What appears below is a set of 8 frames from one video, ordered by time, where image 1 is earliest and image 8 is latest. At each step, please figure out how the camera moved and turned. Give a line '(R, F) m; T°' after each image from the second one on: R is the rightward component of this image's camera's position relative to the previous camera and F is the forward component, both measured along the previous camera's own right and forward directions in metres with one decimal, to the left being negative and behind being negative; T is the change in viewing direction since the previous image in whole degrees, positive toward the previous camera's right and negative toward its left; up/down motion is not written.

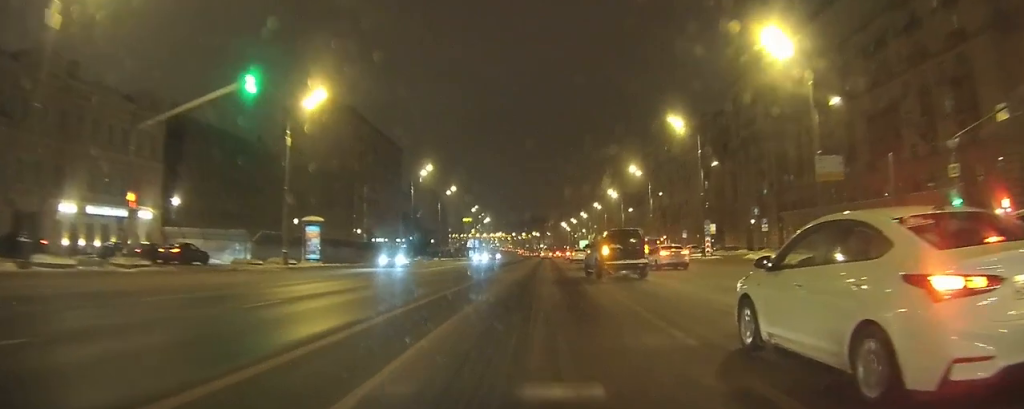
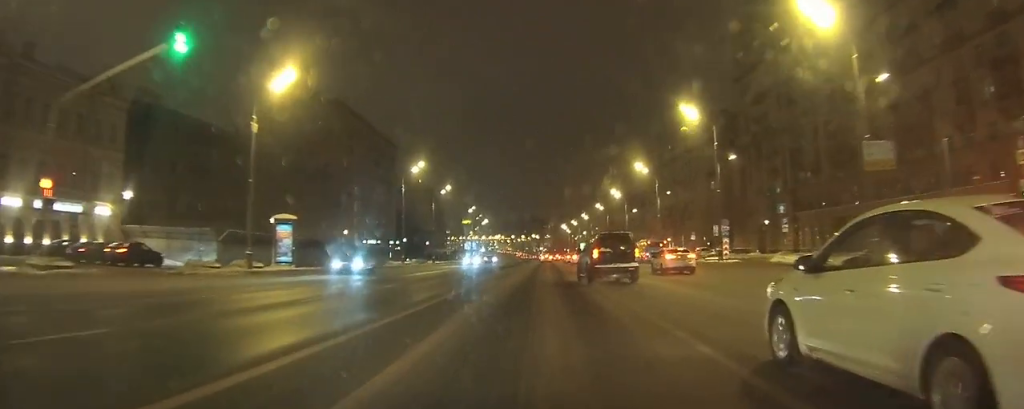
(0.0, +6.0) m; 0°
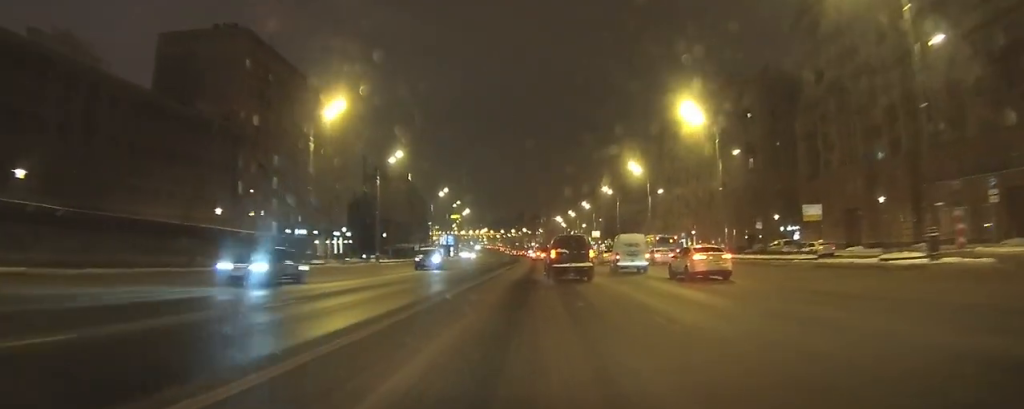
(+0.6, +35.8) m; +2°
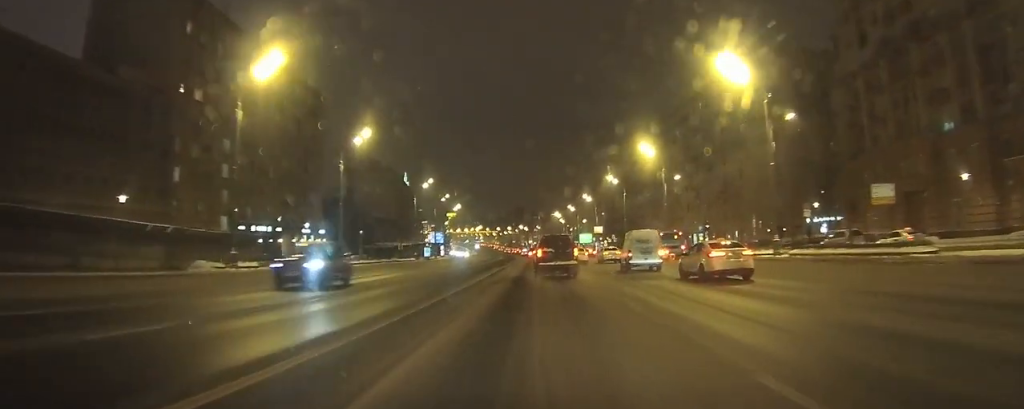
(+0.1, +16.4) m; -1°
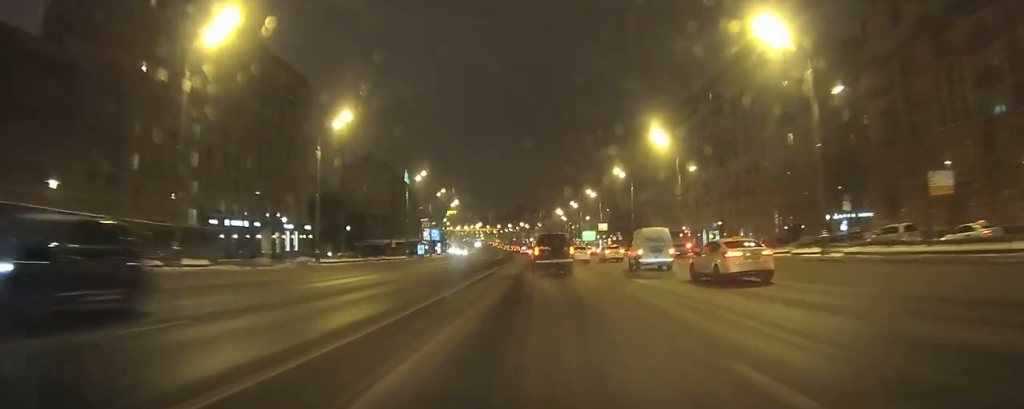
(-0.1, +9.4) m; 0°
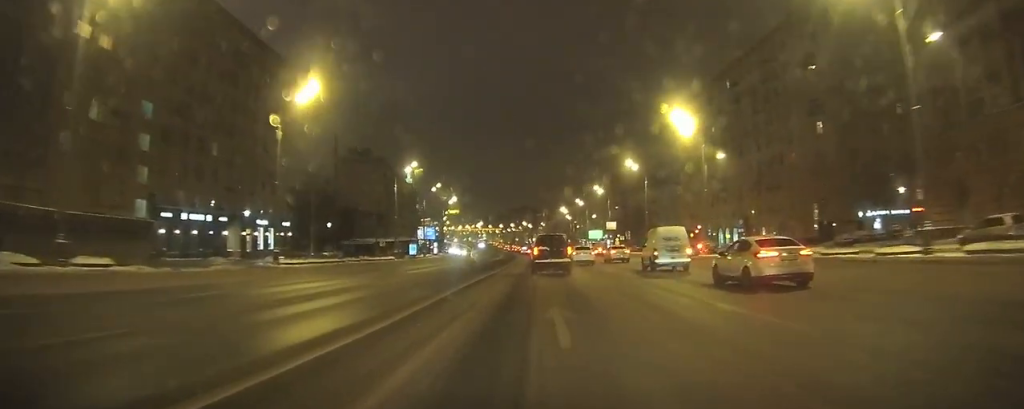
(-0.1, +13.0) m; -1°
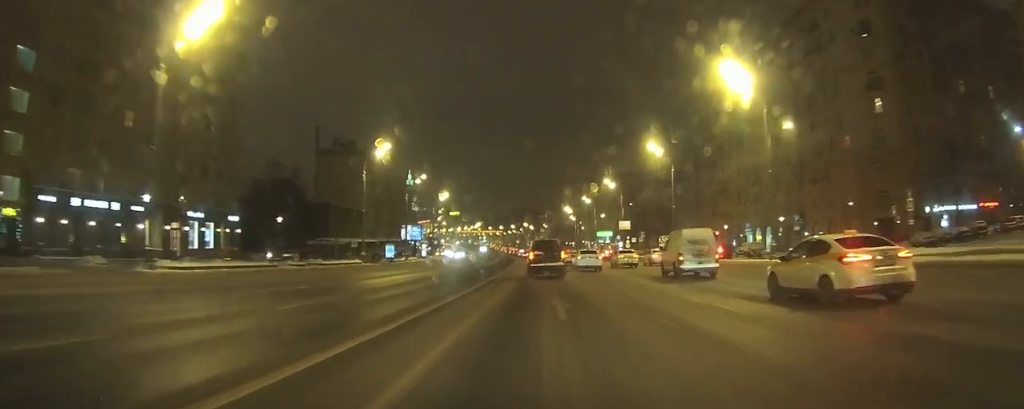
(0.0, +20.4) m; 0°
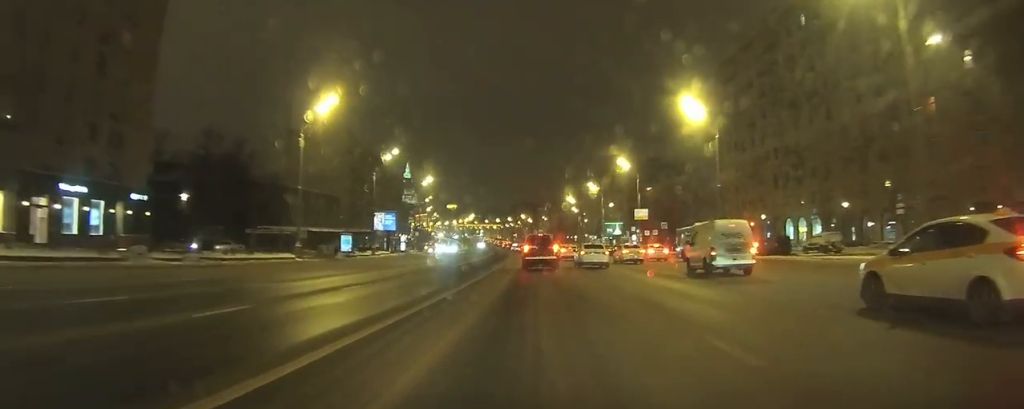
(-0.1, +20.6) m; 0°
